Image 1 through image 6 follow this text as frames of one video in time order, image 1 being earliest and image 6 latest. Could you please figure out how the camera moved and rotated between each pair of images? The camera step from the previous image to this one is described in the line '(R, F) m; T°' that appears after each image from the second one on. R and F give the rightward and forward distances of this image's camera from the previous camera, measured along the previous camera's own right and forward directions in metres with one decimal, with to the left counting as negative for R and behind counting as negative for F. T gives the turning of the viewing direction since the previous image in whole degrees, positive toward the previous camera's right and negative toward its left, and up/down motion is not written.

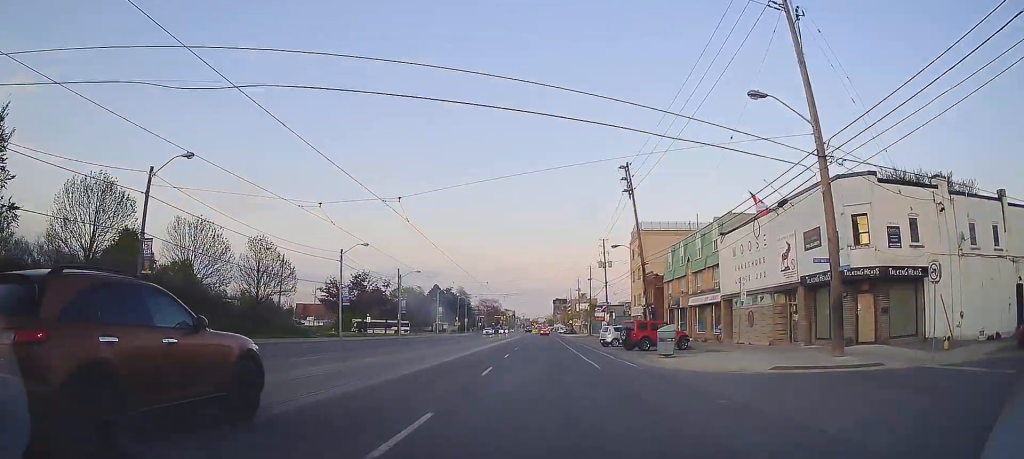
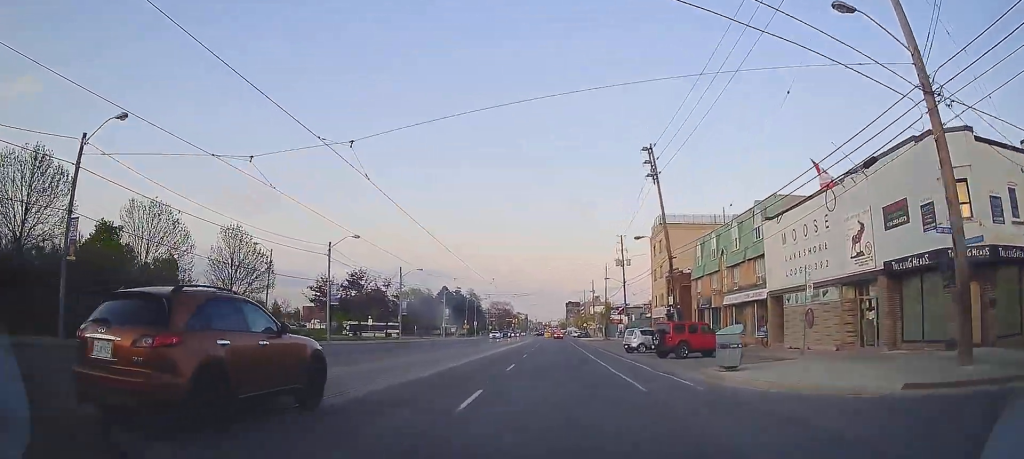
(0.0, +5.9) m; 0°
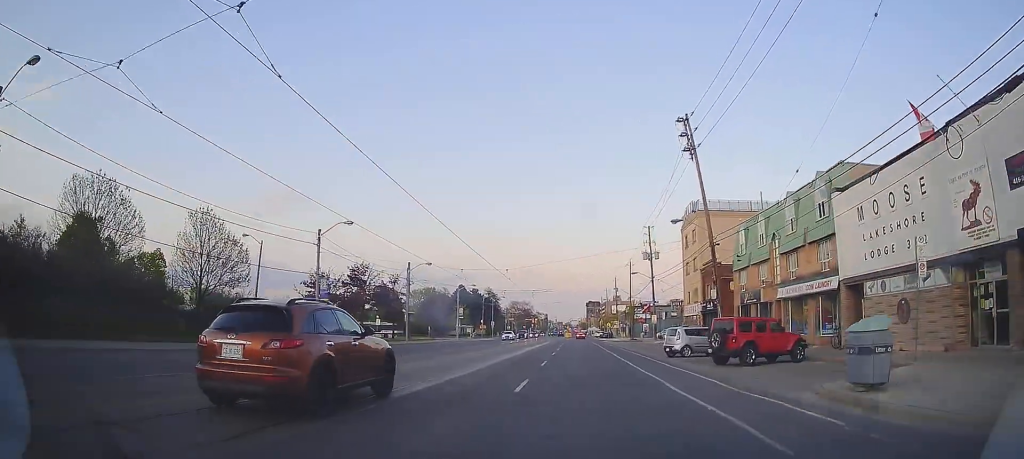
(0.0, +6.5) m; 0°
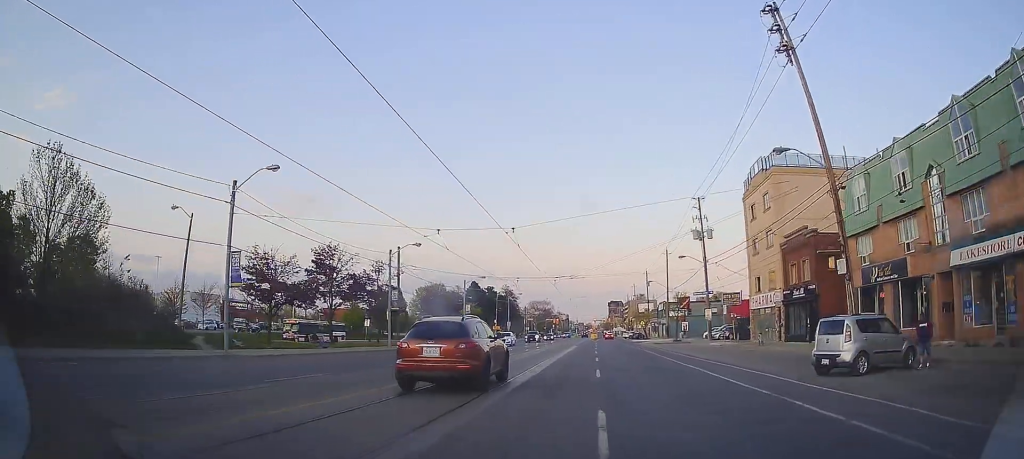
(-0.4, +14.8) m; -3°
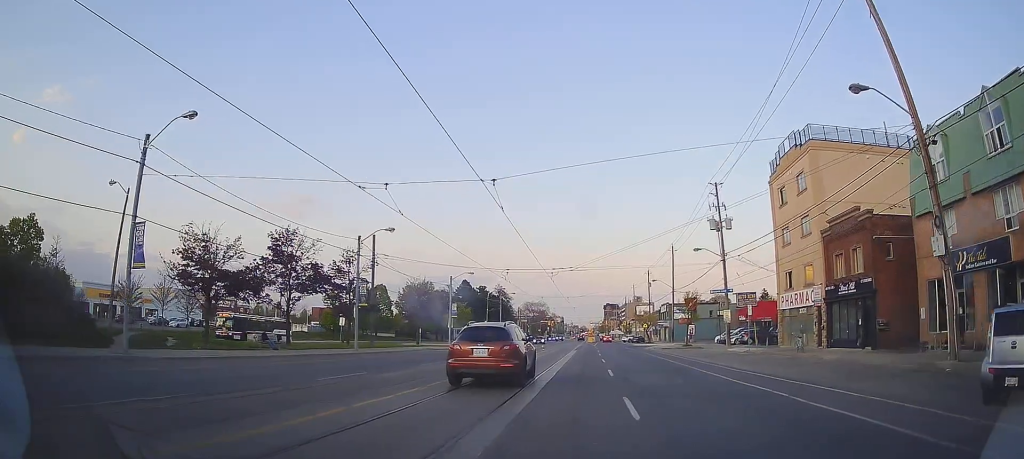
(-0.1, +7.3) m; -1°
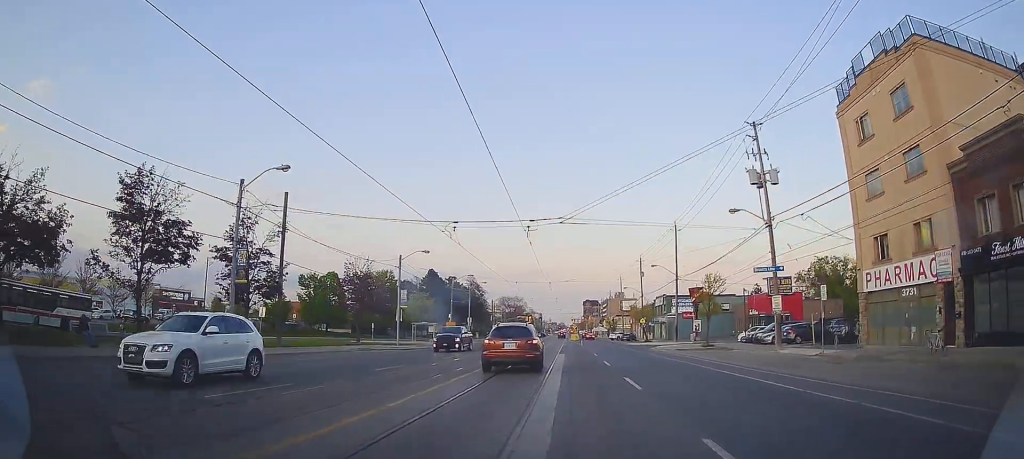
(-0.1, +15.0) m; -1°
